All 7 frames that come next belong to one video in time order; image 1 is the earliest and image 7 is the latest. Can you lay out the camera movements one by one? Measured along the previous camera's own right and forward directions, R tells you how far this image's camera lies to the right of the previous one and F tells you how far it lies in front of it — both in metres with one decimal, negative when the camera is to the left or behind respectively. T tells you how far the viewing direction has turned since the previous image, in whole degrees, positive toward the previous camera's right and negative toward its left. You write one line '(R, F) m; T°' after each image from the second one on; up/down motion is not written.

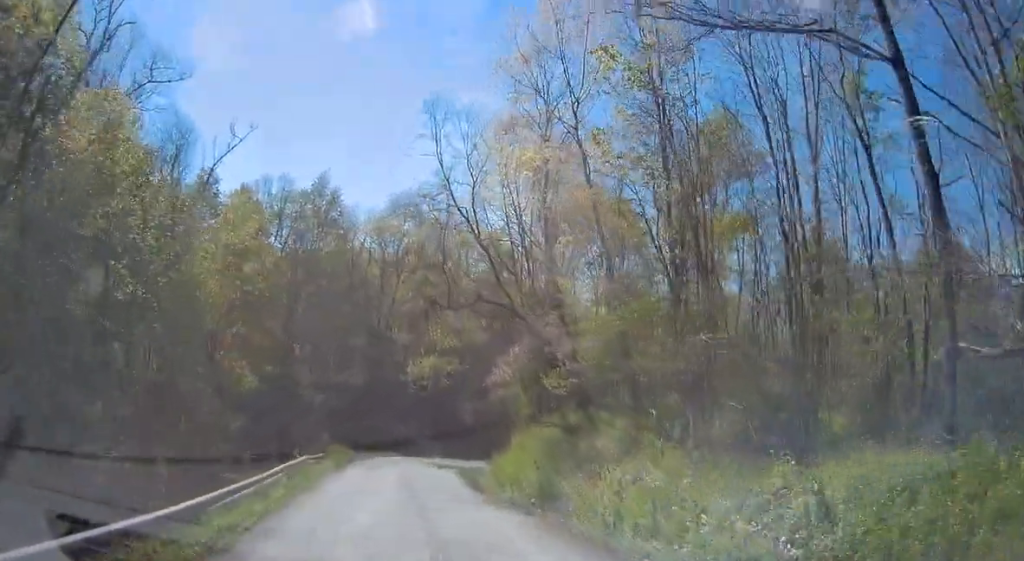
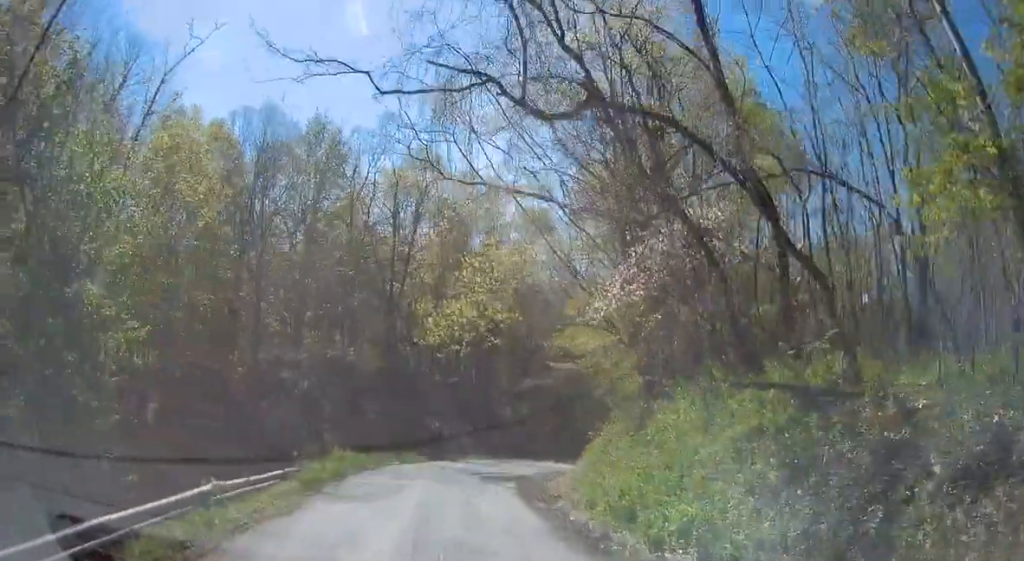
(+0.7, +13.3) m; +7°
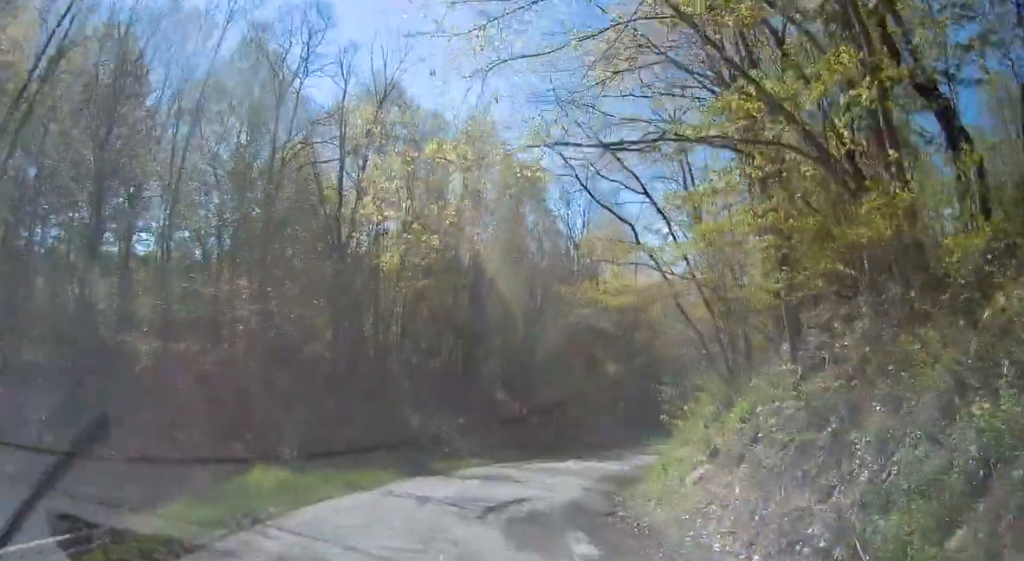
(+1.4, +12.2) m; +4°
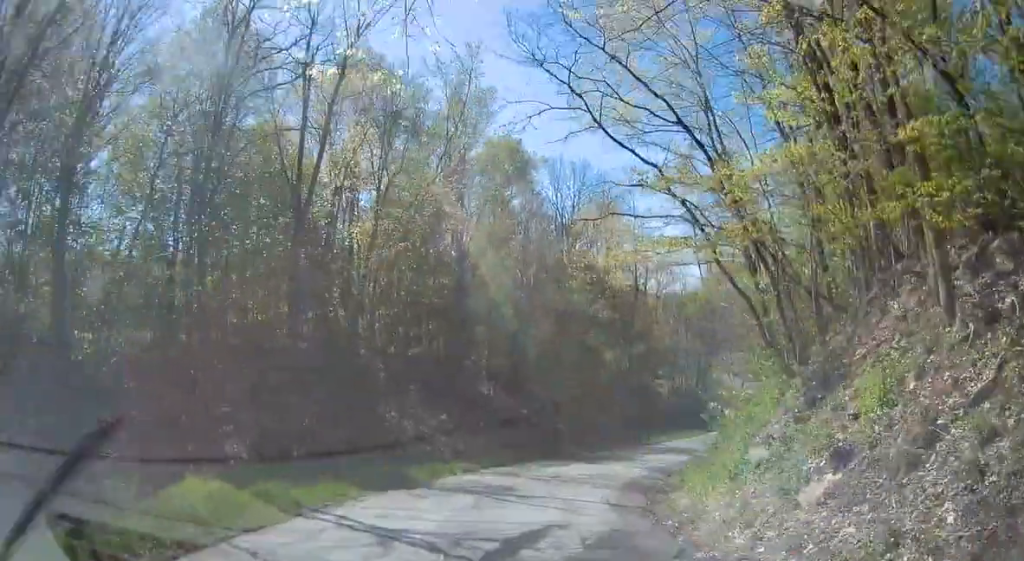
(+0.1, +4.7) m; -3°
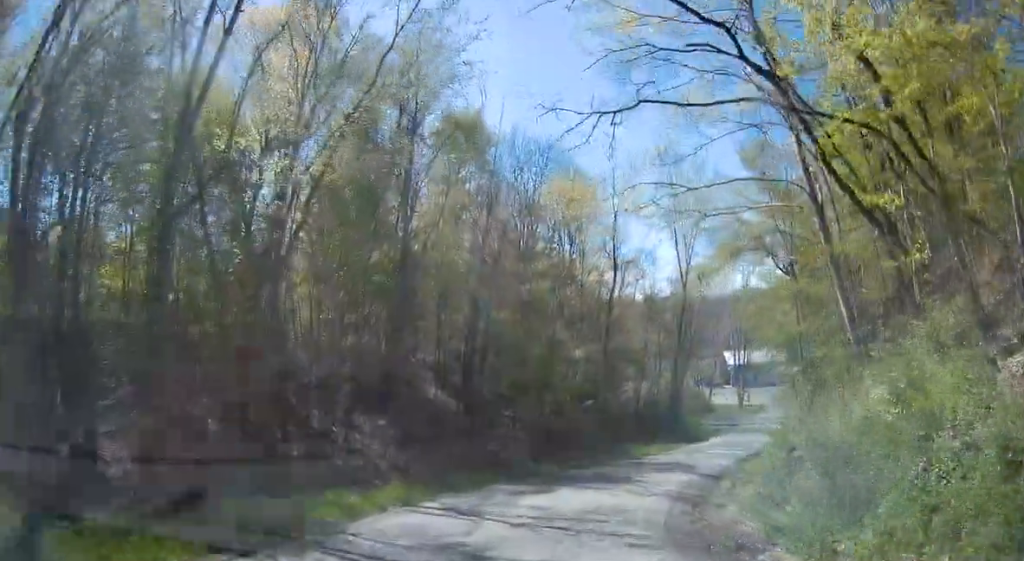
(-1.4, +7.6) m; +4°
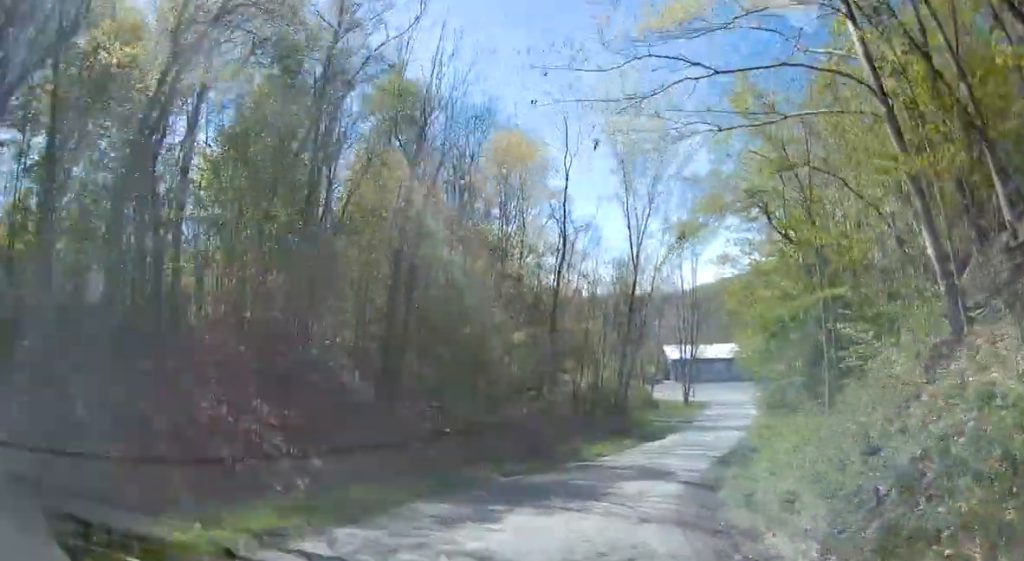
(+1.2, +6.0) m; +17°
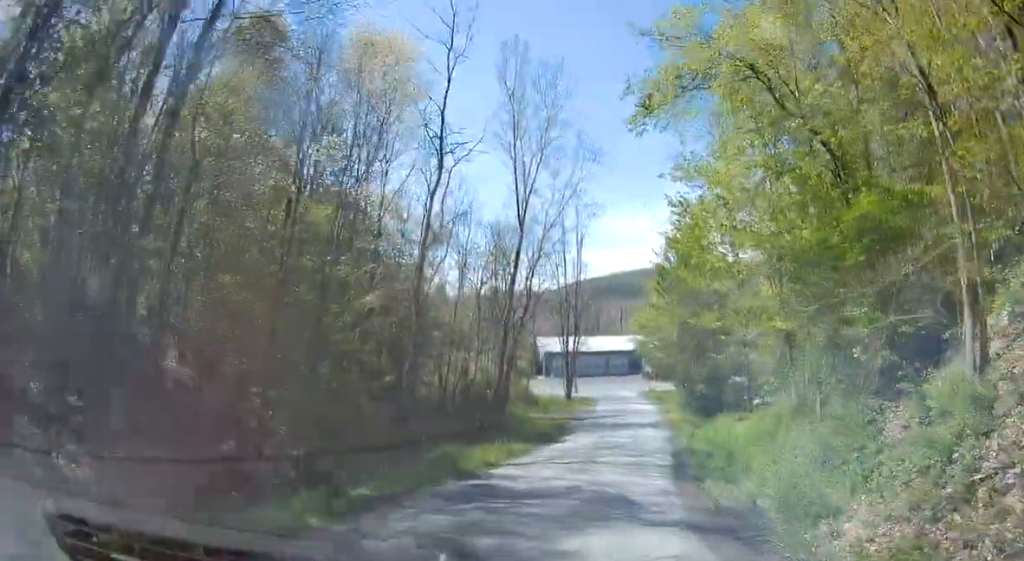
(+1.3, +9.5) m; +16°
